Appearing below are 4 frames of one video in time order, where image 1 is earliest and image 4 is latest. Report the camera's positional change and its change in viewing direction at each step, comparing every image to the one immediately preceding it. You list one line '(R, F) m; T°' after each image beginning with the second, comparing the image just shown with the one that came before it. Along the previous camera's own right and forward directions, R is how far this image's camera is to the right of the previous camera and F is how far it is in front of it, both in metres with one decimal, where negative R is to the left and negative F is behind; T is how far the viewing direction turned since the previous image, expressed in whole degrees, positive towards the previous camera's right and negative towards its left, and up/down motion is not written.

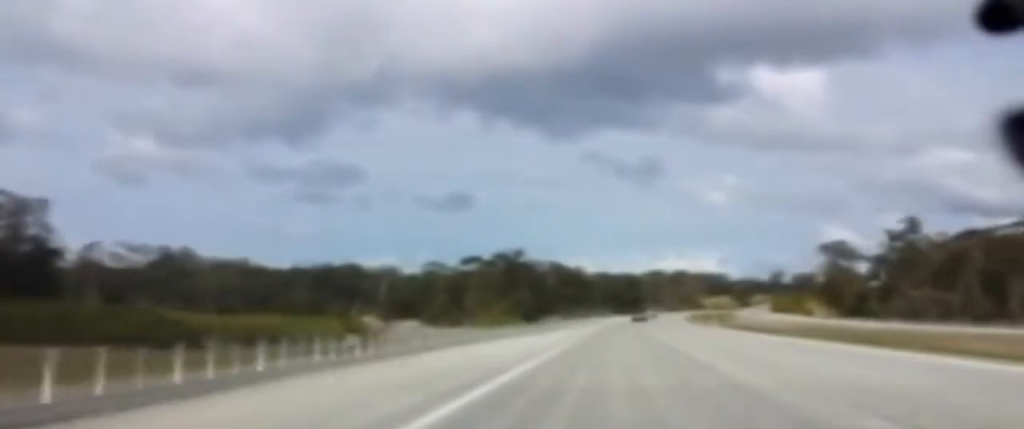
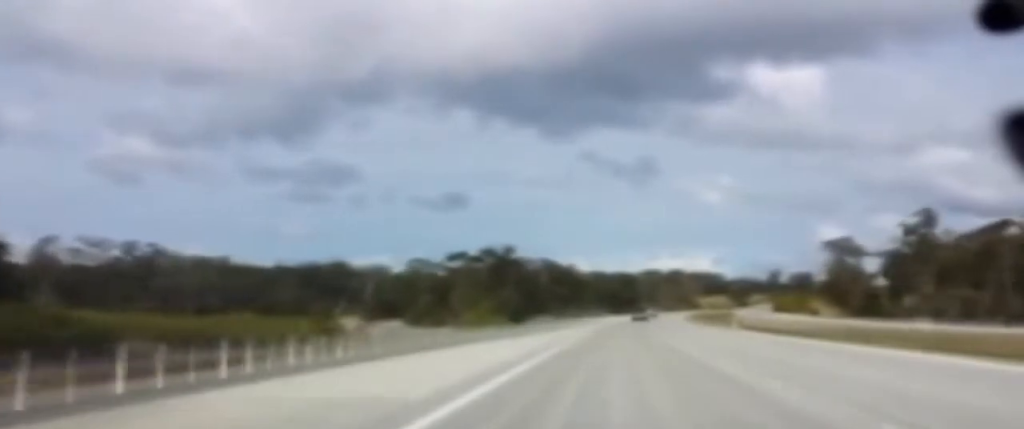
(+0.1, +13.3) m; 0°
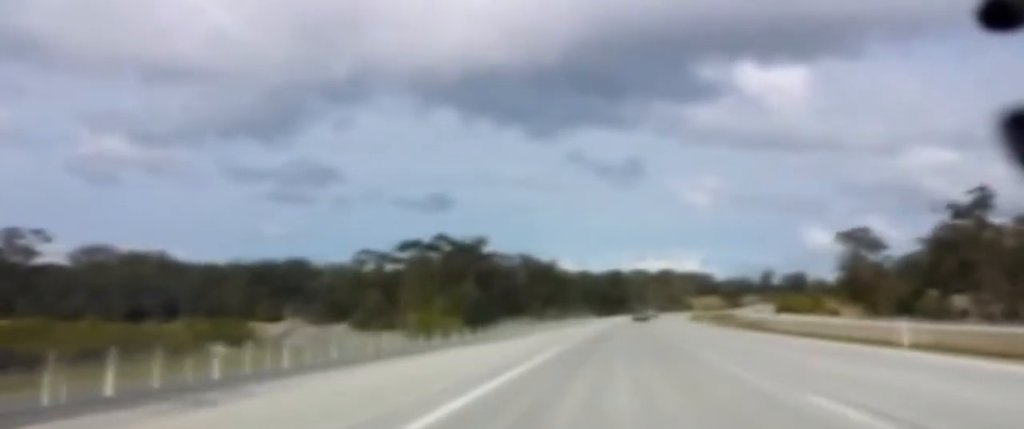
(+0.1, +34.8) m; 0°
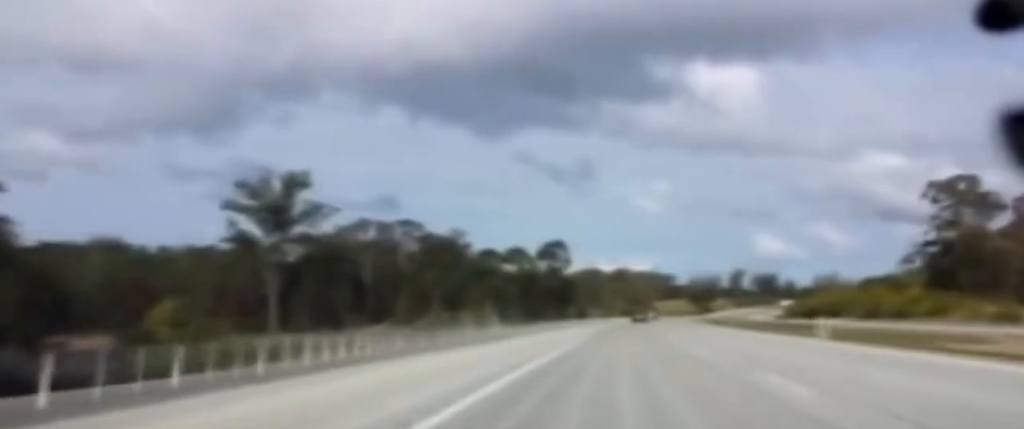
(+0.3, +110.6) m; +2°
